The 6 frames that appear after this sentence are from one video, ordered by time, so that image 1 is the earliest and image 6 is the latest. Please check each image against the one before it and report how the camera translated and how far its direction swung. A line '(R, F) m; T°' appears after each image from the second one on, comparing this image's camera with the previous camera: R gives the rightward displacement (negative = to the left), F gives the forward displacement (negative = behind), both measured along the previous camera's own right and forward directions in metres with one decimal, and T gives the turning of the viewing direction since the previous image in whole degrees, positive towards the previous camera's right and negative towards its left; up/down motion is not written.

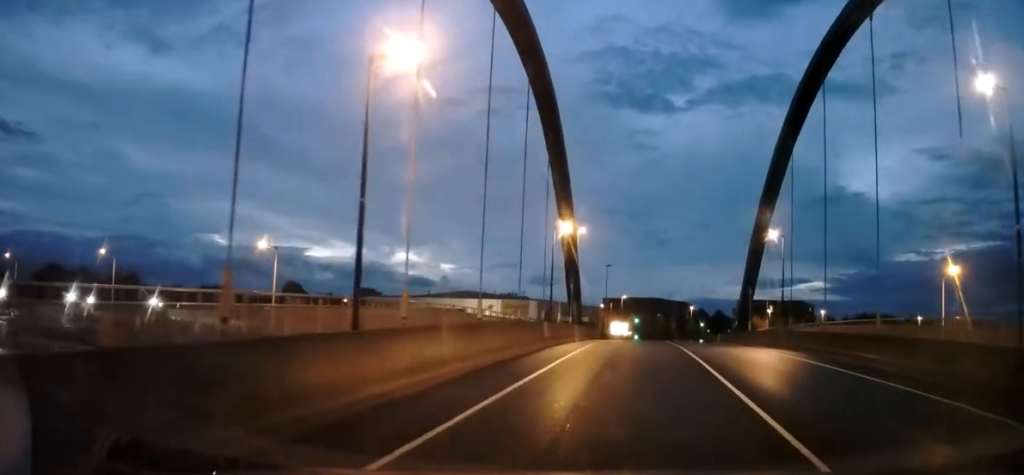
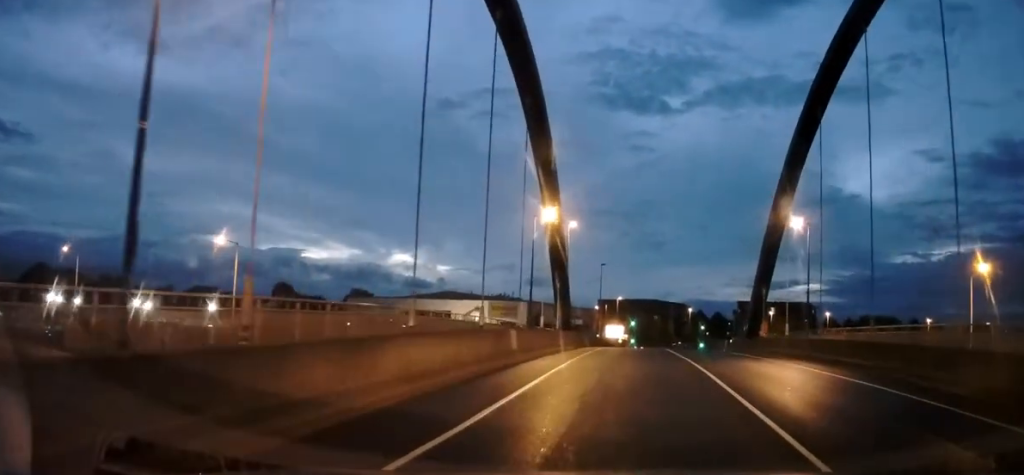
(+0.2, +6.1) m; 0°
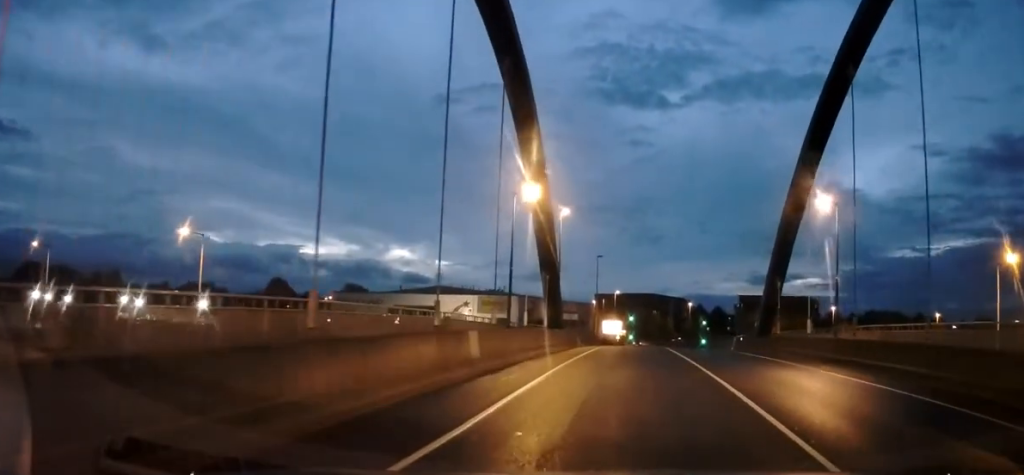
(+0.1, +4.7) m; 0°
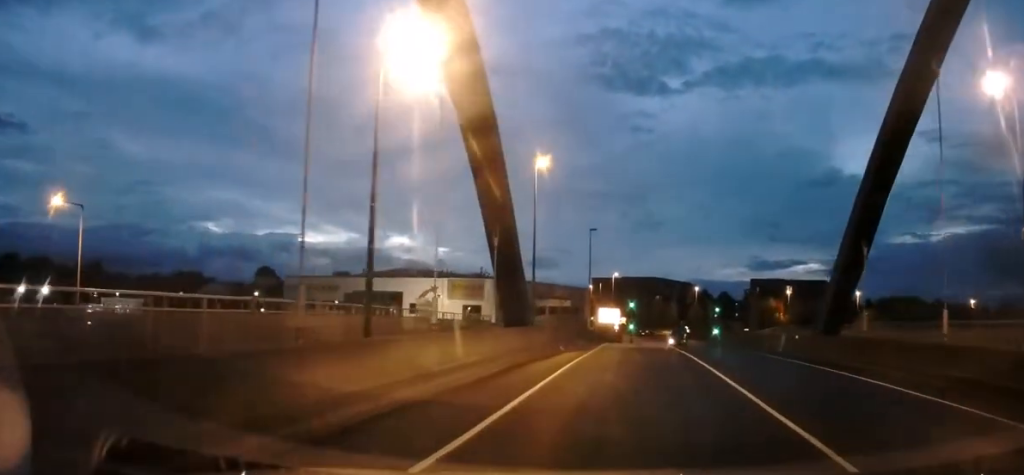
(-0.2, +13.9) m; 0°
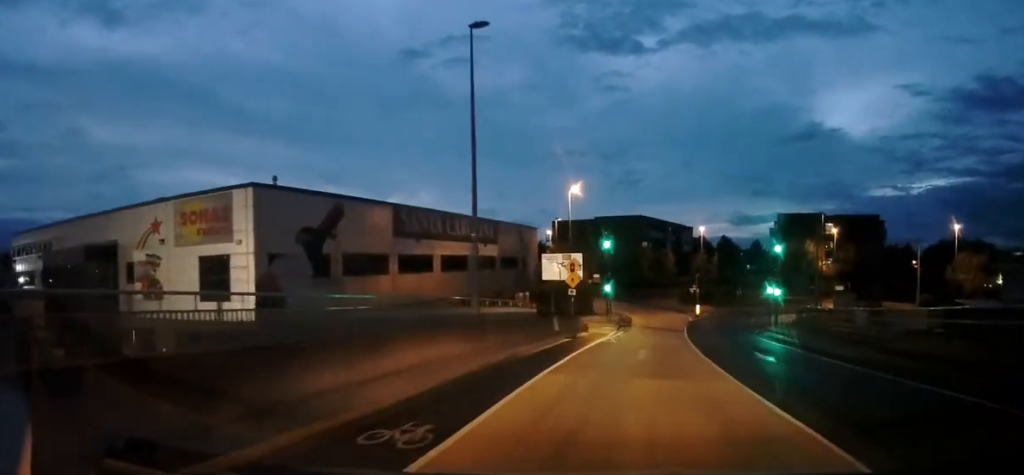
(+1.2, +42.1) m; +4°
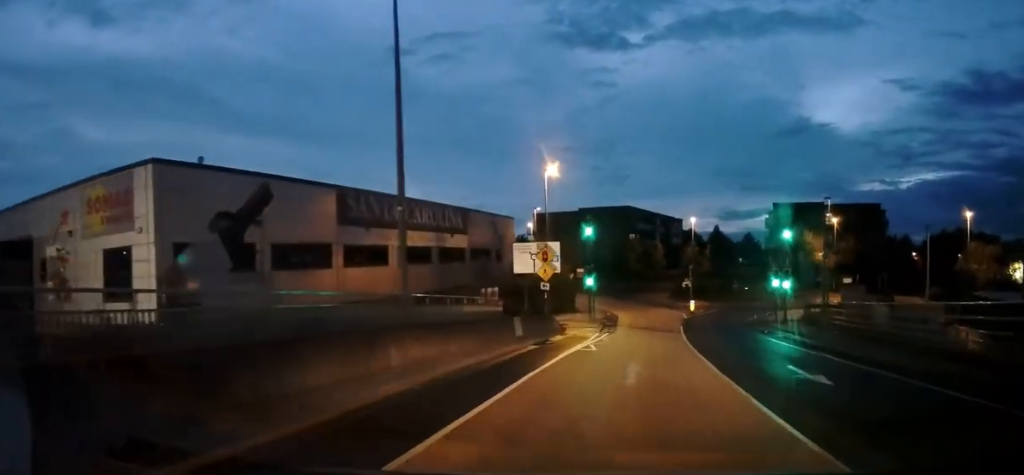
(+0.1, +5.7) m; +1°
